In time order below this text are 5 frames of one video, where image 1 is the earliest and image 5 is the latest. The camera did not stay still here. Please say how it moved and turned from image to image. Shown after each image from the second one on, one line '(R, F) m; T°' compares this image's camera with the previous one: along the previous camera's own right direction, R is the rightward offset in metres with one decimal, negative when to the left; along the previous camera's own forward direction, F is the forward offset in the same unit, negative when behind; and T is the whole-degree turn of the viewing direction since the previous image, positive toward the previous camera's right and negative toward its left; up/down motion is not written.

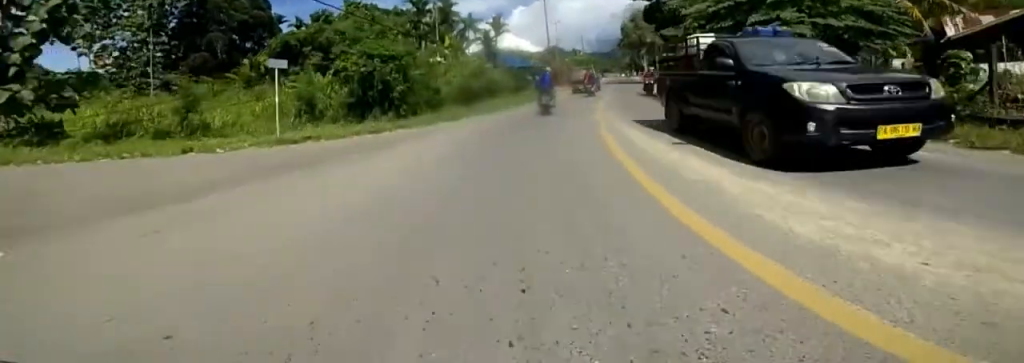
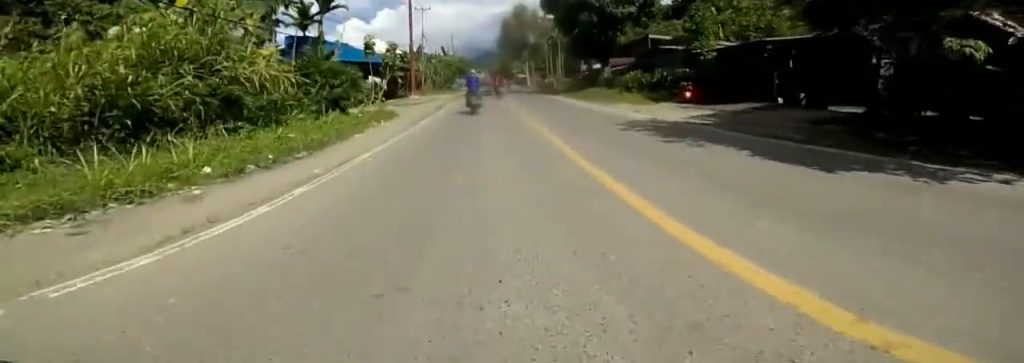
(+3.7, +11.8) m; +26°
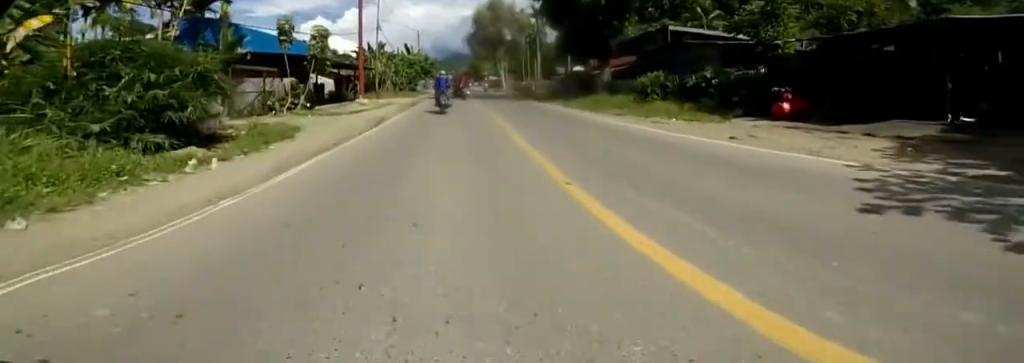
(+0.1, +5.7) m; +1°
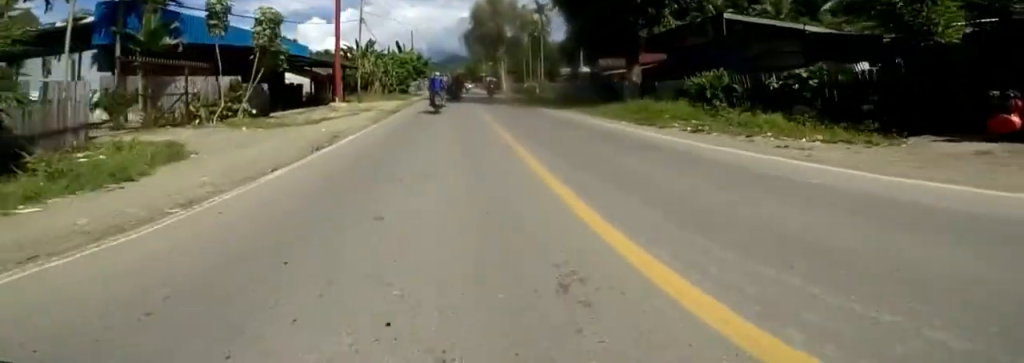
(0.0, +3.9) m; 0°
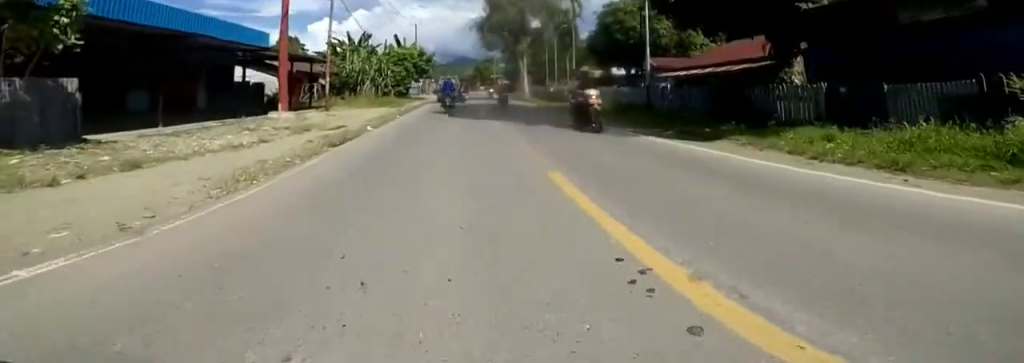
(0.0, +8.2) m; 0°
